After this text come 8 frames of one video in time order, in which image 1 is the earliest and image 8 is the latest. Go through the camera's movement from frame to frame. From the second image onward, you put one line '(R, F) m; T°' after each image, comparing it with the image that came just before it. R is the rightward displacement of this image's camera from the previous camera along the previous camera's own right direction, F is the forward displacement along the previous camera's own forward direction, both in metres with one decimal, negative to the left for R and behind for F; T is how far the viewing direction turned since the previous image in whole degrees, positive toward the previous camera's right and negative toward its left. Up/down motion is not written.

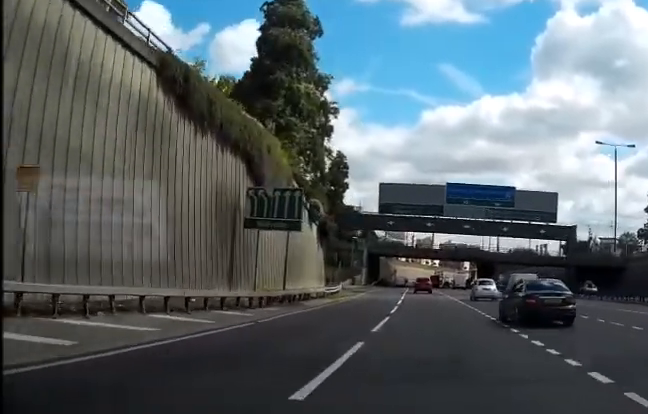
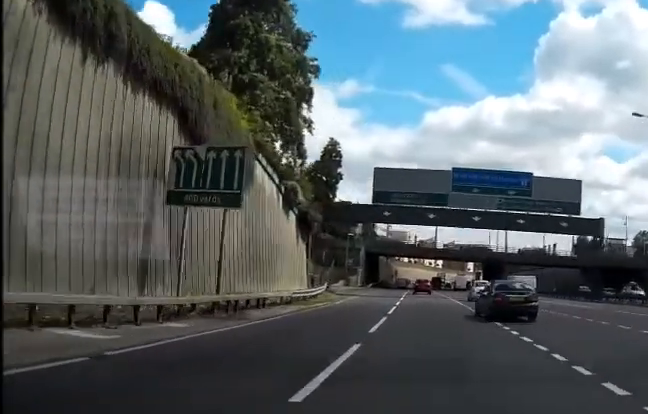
(0.0, +8.9) m; 0°
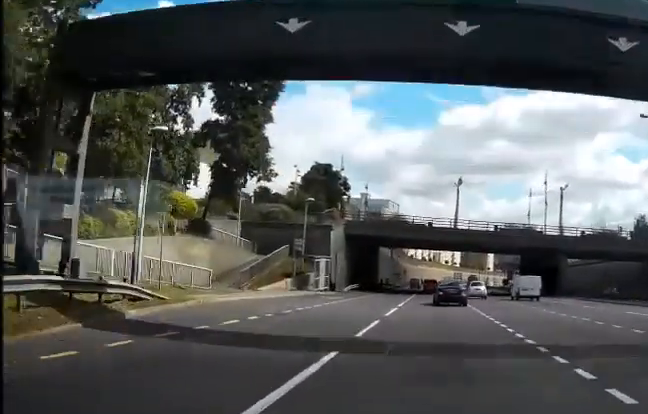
(-0.6, +36.8) m; -1°
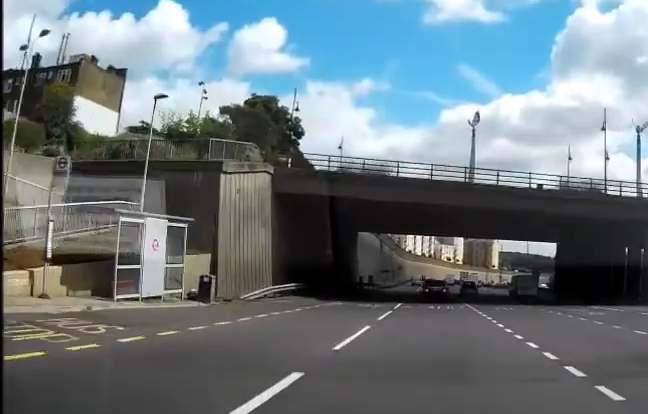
(-0.1, +28.8) m; 0°
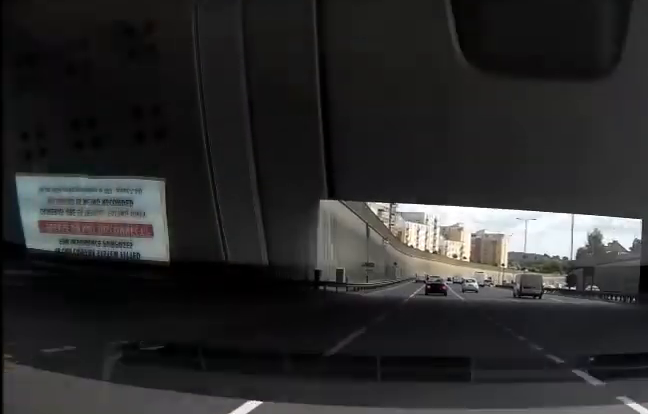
(0.0, +28.4) m; 0°
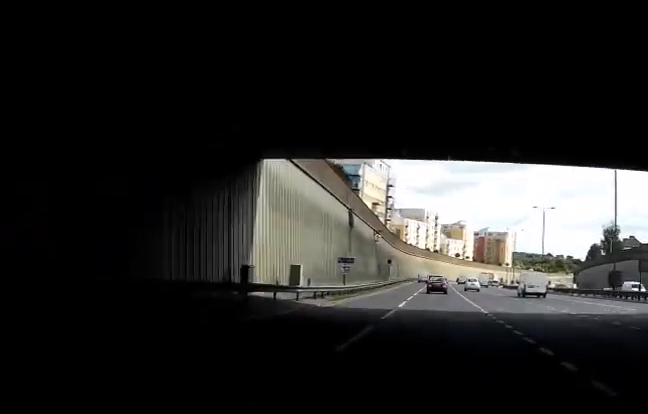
(0.0, +16.6) m; 0°
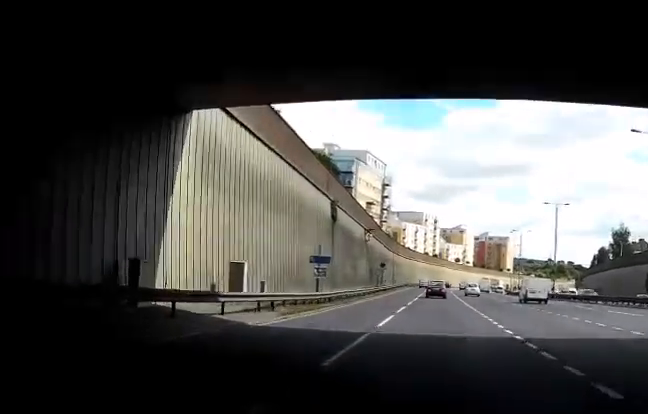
(0.0, +10.0) m; 0°
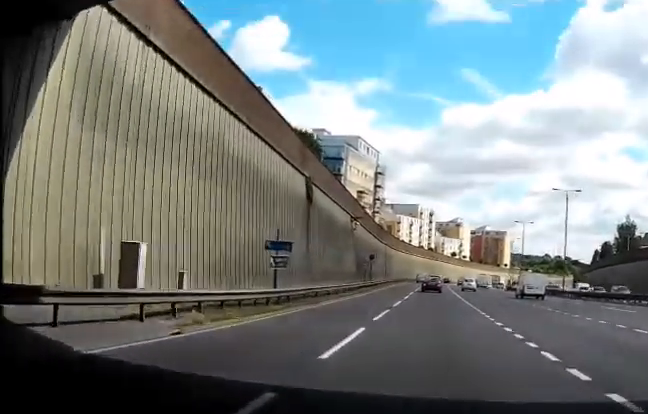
(0.0, +8.7) m; 0°
